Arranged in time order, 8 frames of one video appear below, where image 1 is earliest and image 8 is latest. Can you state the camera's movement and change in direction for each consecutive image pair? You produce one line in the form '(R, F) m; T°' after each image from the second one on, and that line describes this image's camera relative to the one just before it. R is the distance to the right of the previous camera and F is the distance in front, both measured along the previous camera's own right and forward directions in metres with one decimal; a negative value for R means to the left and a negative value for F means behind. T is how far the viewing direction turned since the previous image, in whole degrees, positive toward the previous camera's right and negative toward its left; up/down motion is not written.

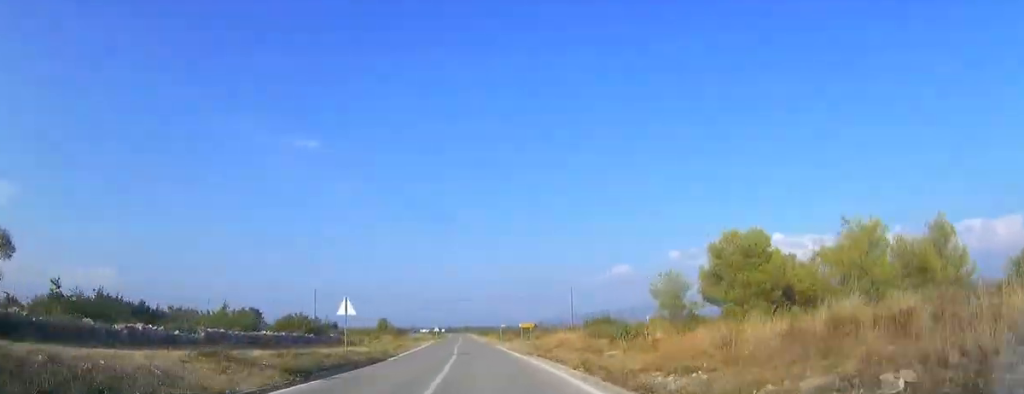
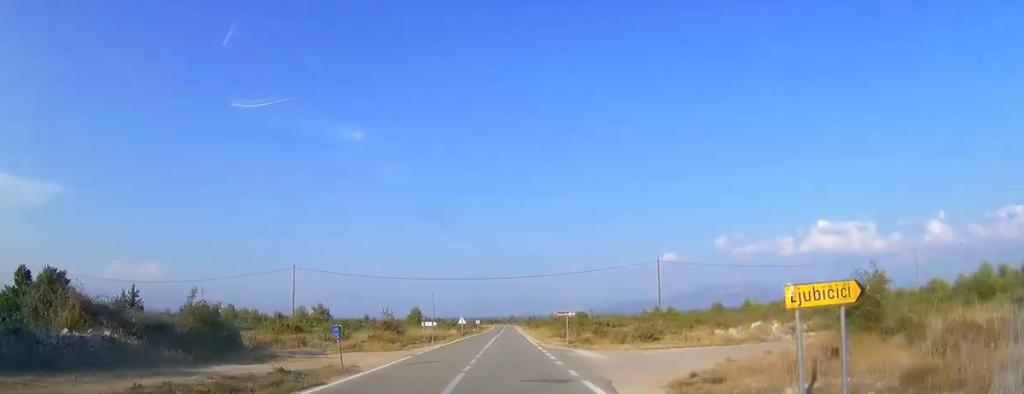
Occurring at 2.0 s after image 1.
(-0.2, +26.9) m; -6°
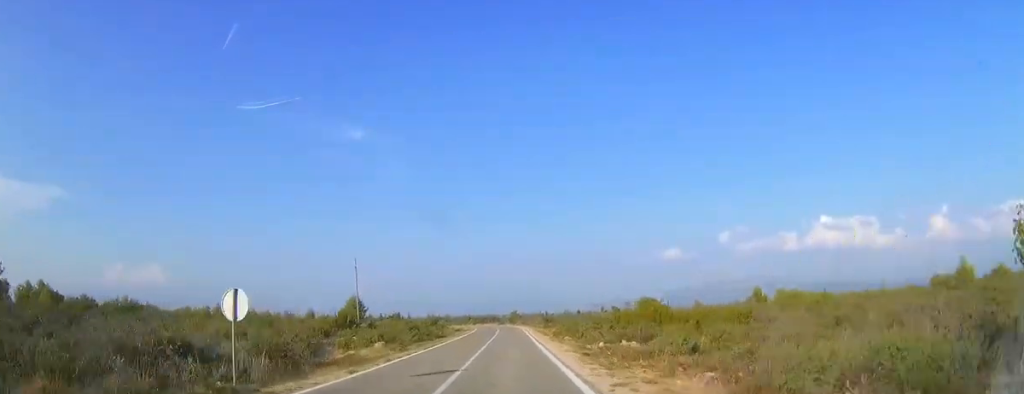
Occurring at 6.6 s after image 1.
(-9.6, +73.0) m; -9°
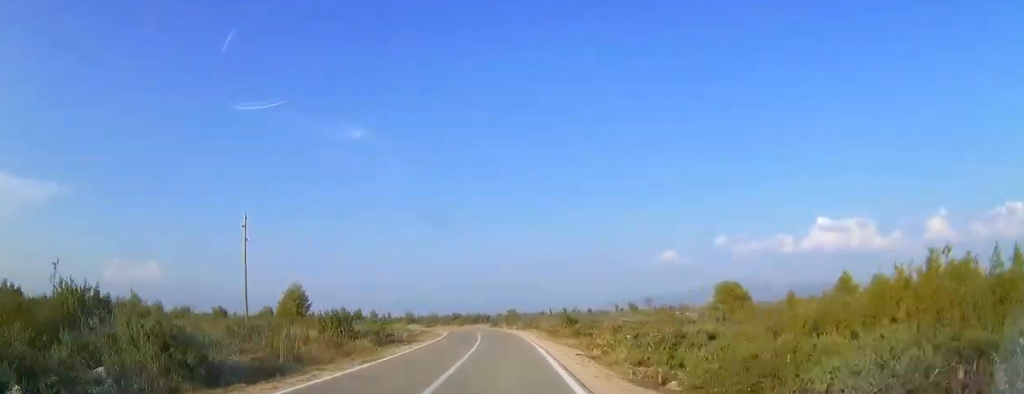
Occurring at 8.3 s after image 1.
(+0.4, +31.0) m; +1°
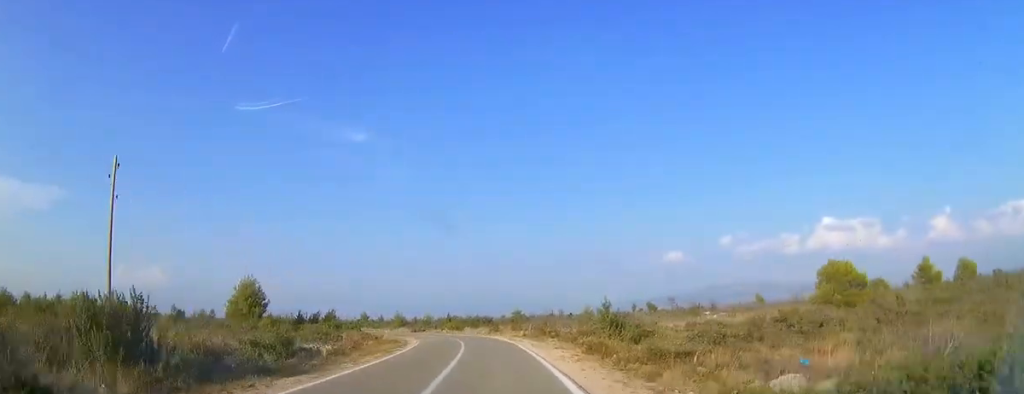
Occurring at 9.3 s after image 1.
(0.0, +17.5) m; -2°
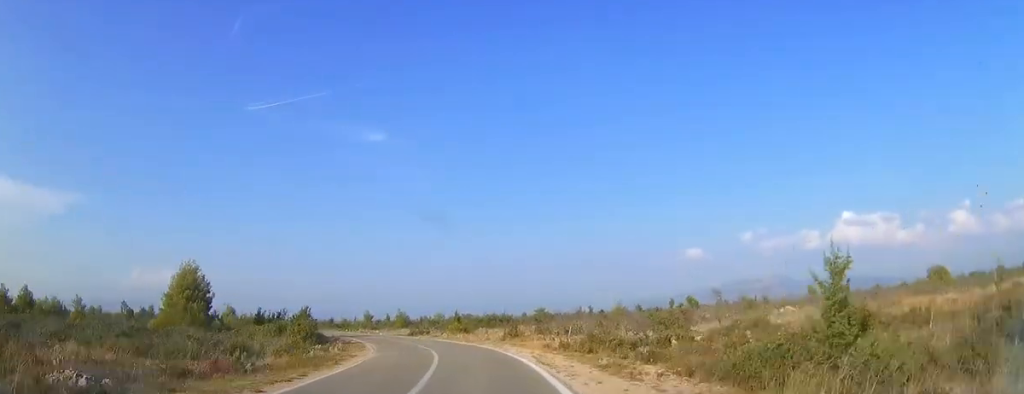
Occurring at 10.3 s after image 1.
(+0.6, +18.7) m; -2°
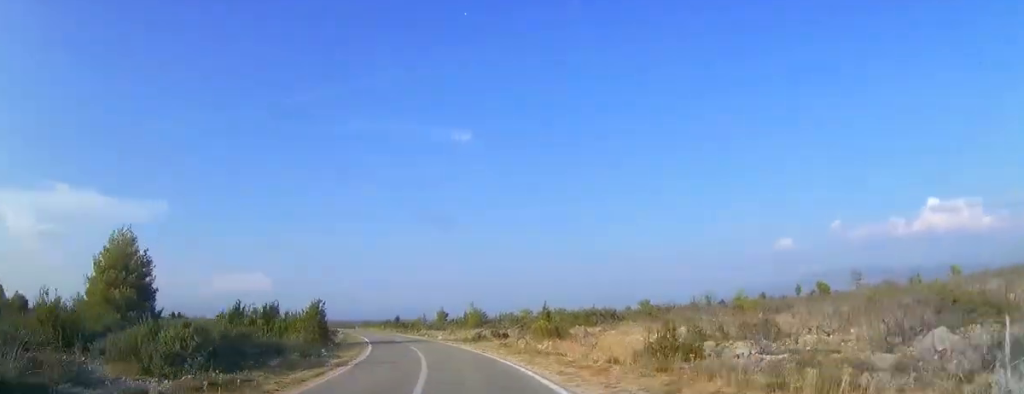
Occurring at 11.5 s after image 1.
(-1.6, +23.1) m; -7°
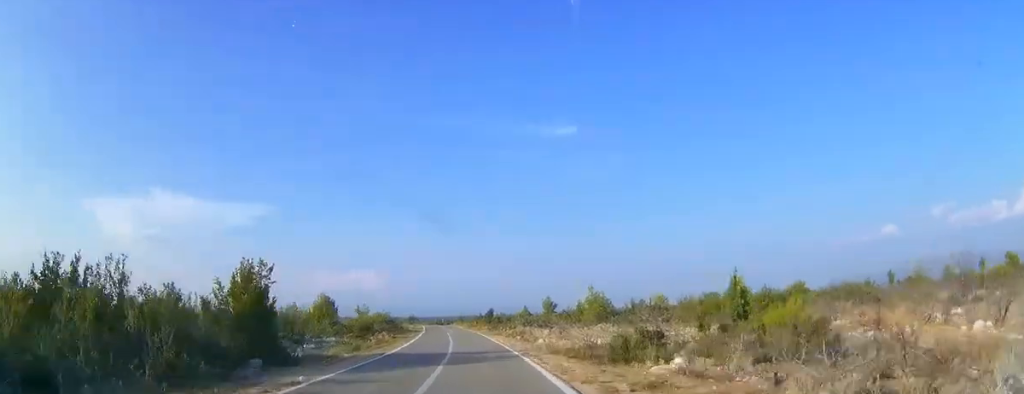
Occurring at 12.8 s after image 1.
(-1.4, +25.9) m; -8°
